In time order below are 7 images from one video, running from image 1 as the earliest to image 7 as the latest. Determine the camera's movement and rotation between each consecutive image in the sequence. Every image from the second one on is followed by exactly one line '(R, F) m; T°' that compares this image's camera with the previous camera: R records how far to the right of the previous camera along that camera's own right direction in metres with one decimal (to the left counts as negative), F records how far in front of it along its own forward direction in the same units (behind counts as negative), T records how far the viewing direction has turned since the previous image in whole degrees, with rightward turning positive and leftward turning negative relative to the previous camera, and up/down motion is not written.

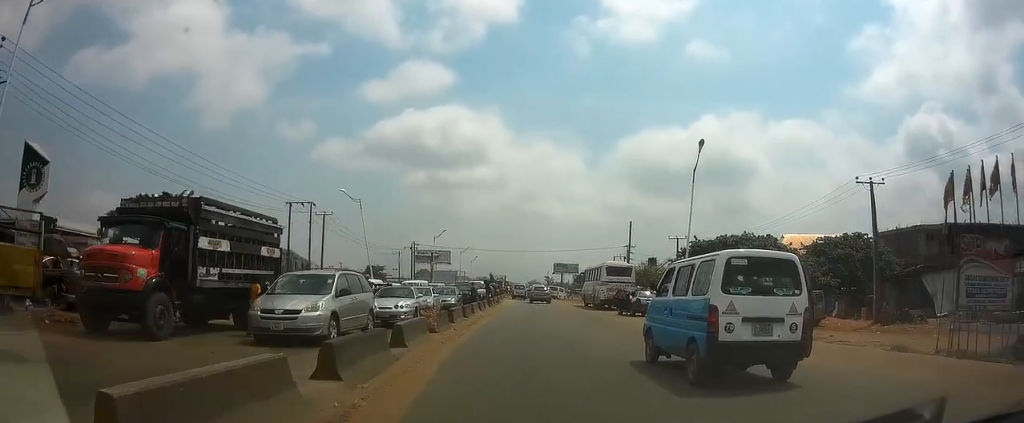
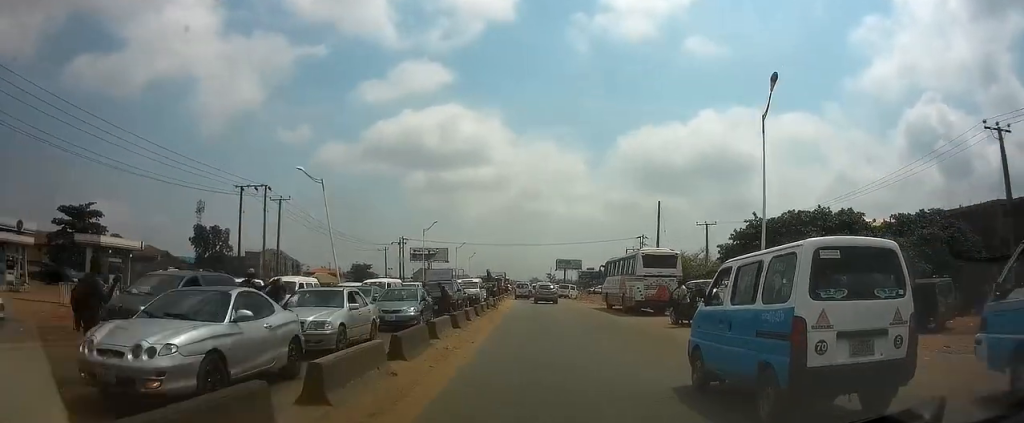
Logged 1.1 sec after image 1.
(0.0, +11.6) m; 0°
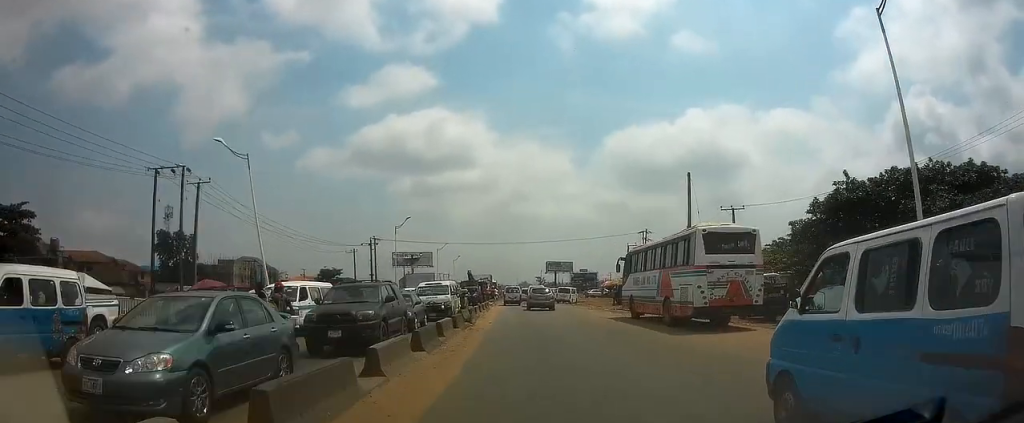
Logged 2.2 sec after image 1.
(0.0, +11.8) m; 0°
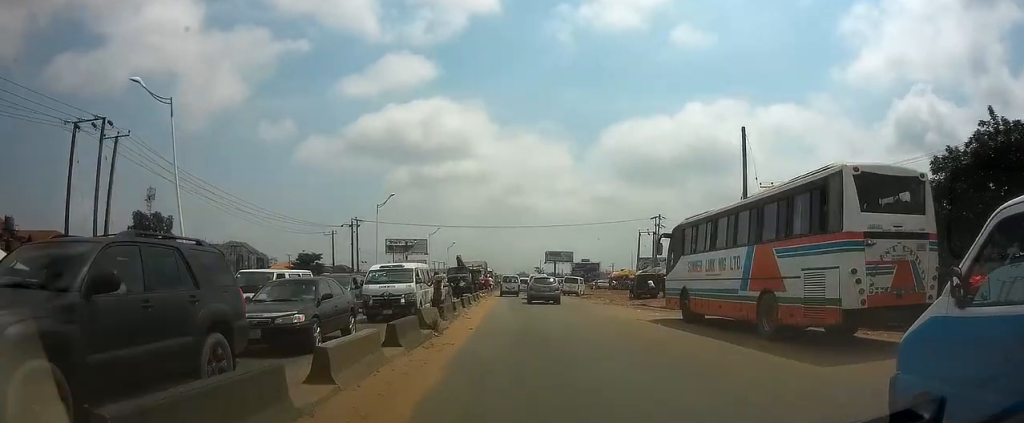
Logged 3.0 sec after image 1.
(0.0, +9.1) m; 0°
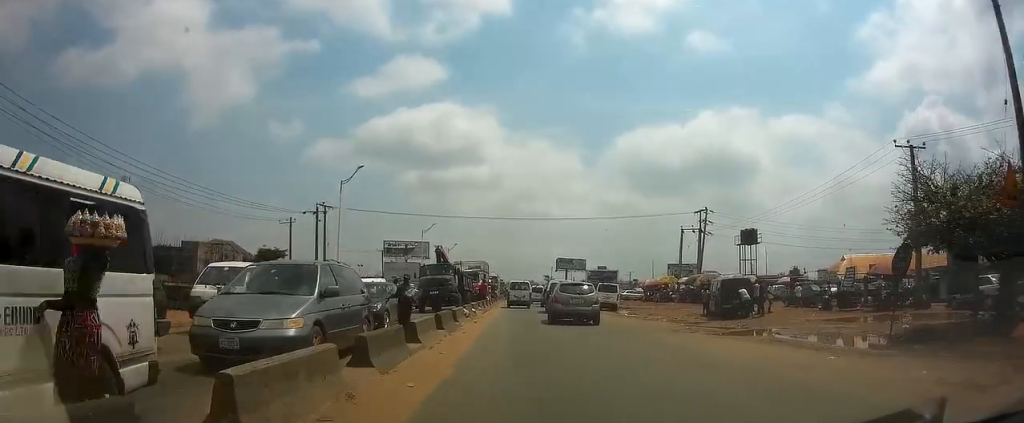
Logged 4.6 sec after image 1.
(-0.2, +16.8) m; -1°
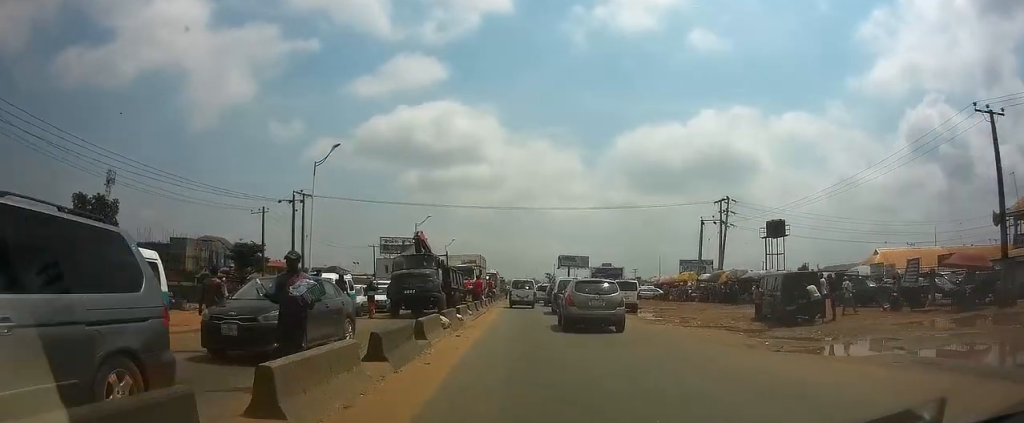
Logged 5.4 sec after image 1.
(+0.1, +6.9) m; 0°
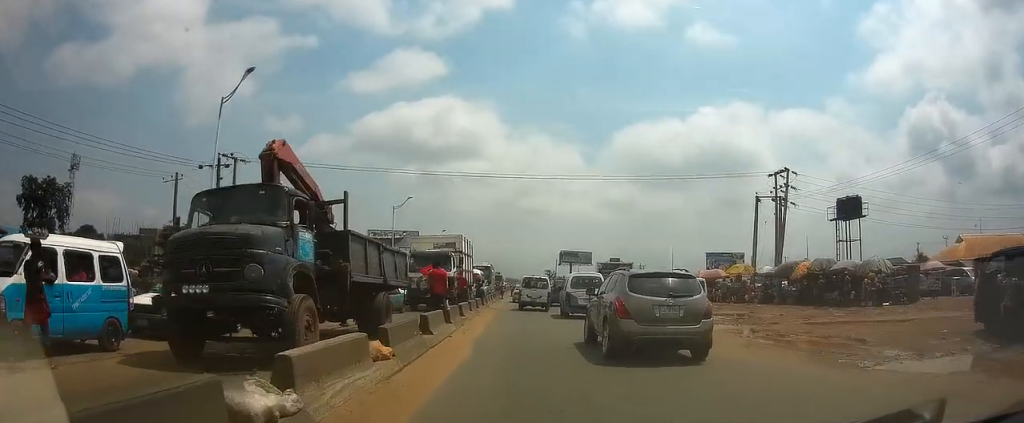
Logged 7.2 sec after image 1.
(+0.1, +14.0) m; +1°
